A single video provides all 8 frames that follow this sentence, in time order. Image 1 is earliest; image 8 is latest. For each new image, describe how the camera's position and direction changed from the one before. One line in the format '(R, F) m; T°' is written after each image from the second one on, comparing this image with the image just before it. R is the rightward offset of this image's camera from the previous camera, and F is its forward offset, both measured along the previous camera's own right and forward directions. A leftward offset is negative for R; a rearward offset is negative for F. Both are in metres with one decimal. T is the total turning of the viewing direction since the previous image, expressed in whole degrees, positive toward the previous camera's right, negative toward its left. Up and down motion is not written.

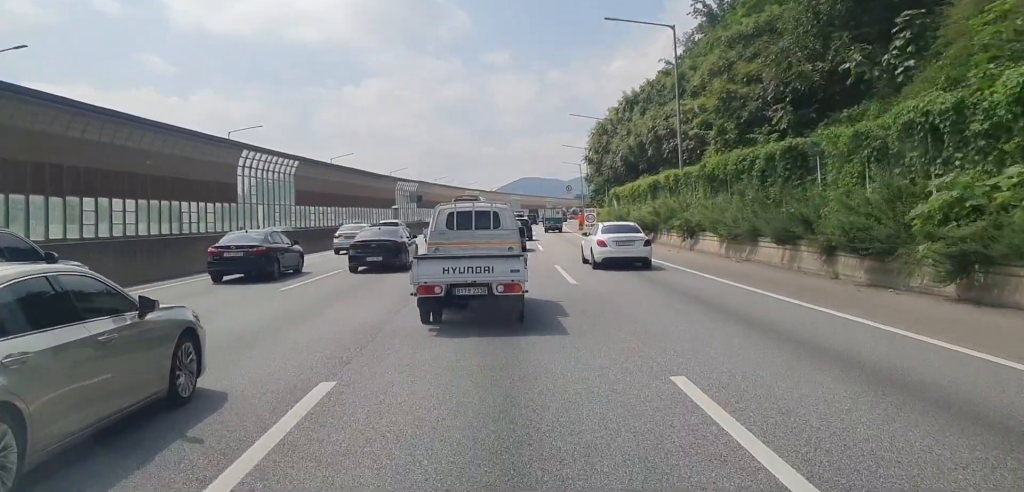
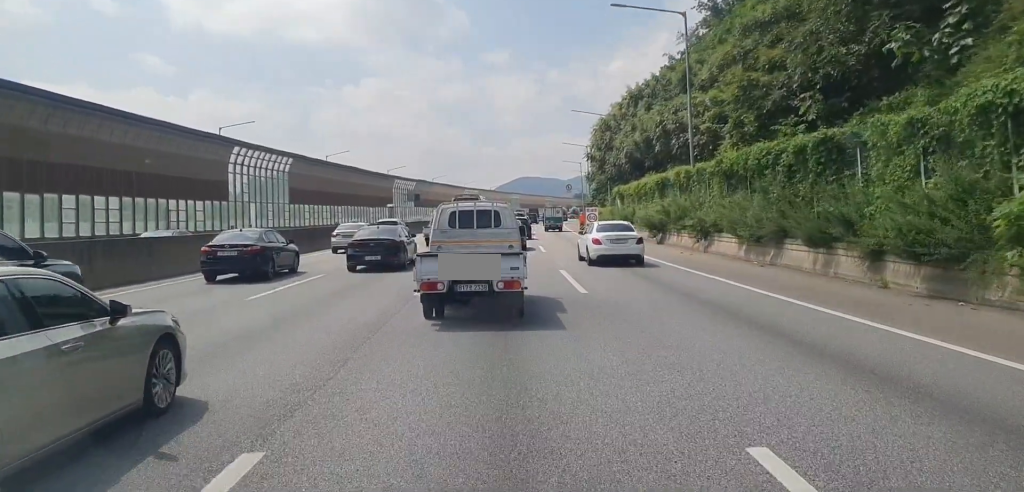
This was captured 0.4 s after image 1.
(-0.2, +2.6) m; +1°
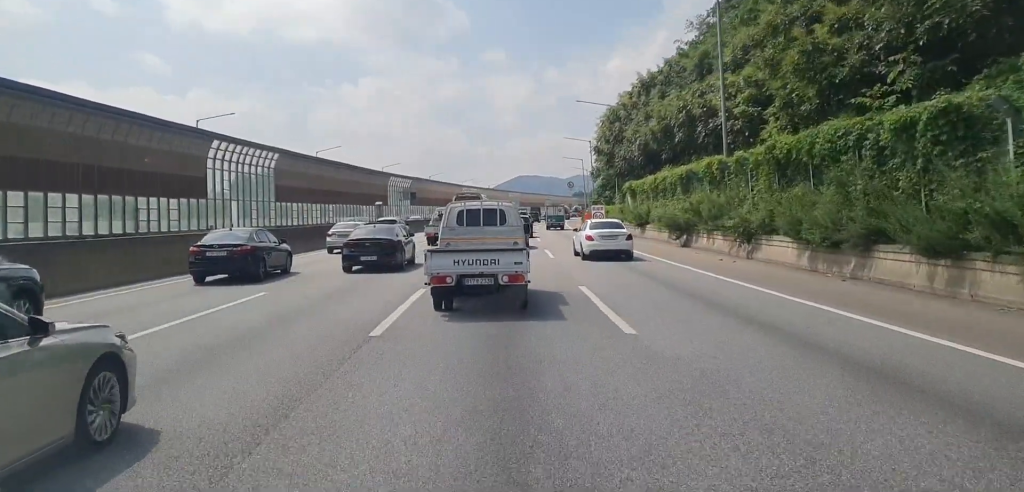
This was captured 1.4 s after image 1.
(+0.2, +5.8) m; 0°
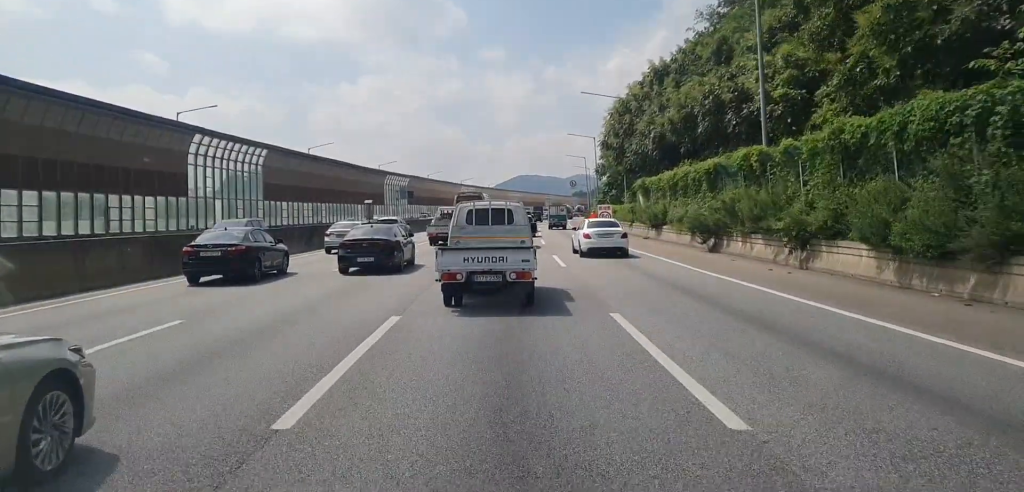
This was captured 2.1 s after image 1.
(0.0, +4.8) m; -1°
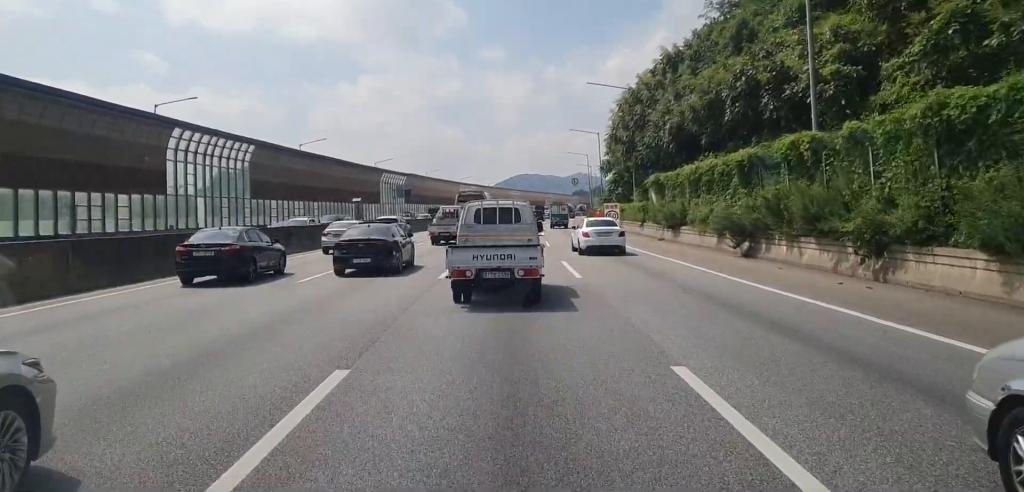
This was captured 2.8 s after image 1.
(-0.3, +4.5) m; -2°
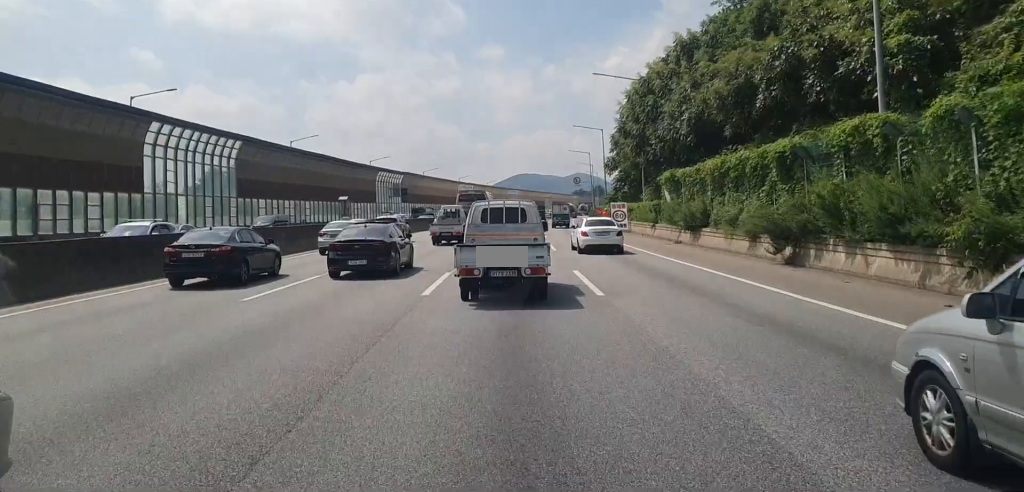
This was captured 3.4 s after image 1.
(+0.1, +4.3) m; +1°
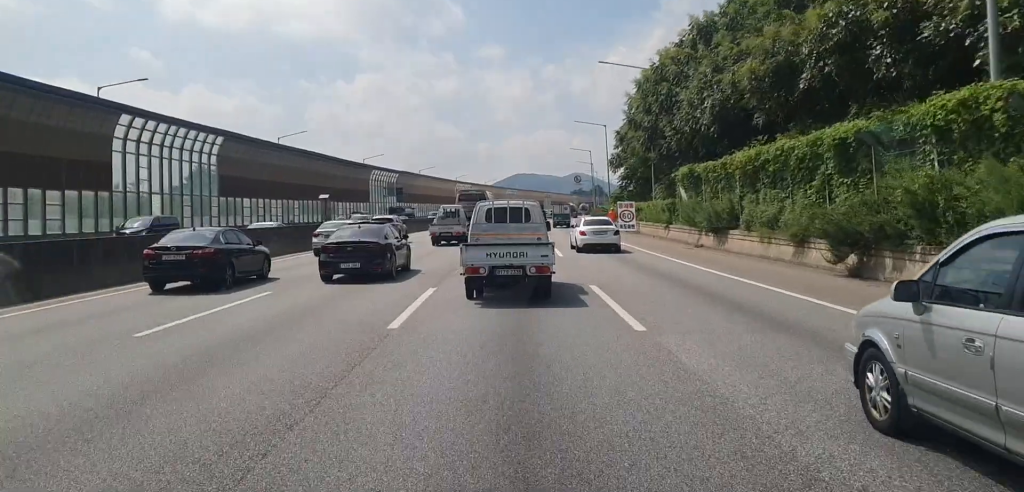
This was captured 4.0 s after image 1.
(0.0, +4.6) m; 0°
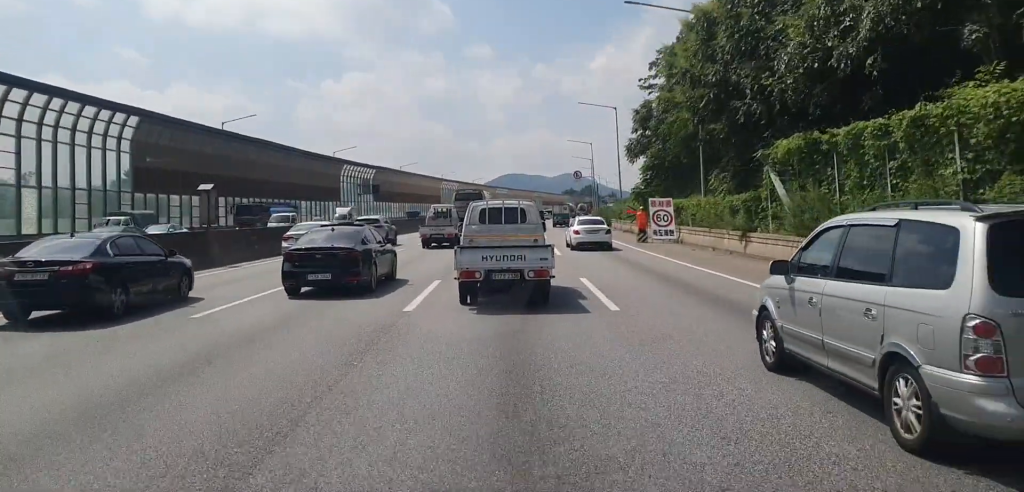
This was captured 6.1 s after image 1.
(0.0, +15.7) m; +1°
